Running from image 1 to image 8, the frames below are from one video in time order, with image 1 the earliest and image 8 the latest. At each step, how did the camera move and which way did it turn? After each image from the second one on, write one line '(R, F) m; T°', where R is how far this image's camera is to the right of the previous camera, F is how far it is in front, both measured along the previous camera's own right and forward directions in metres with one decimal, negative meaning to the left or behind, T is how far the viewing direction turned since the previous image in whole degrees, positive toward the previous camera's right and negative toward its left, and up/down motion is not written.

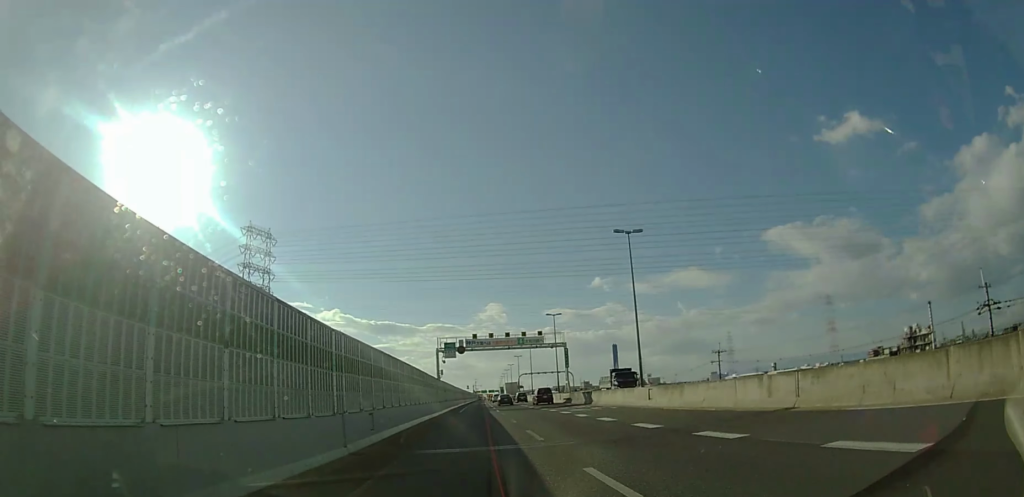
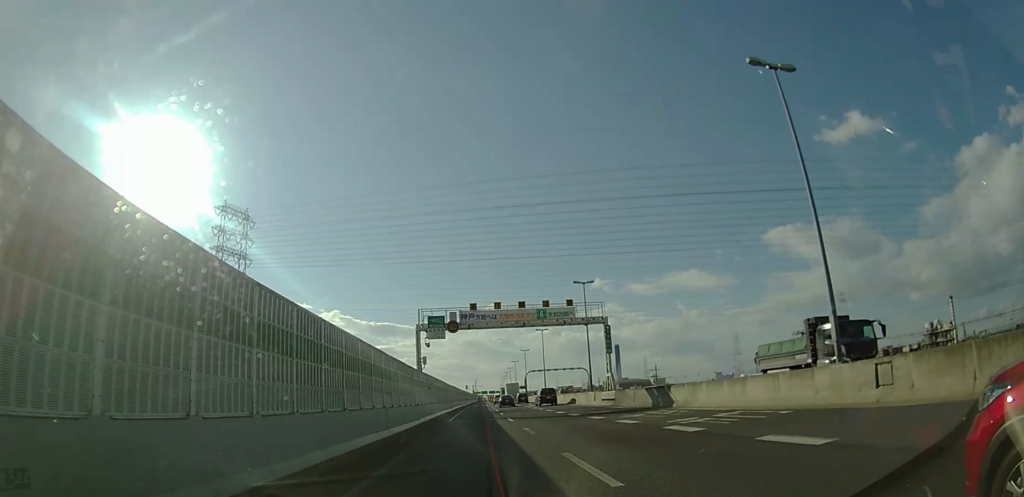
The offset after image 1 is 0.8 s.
(0.0, +17.9) m; 0°
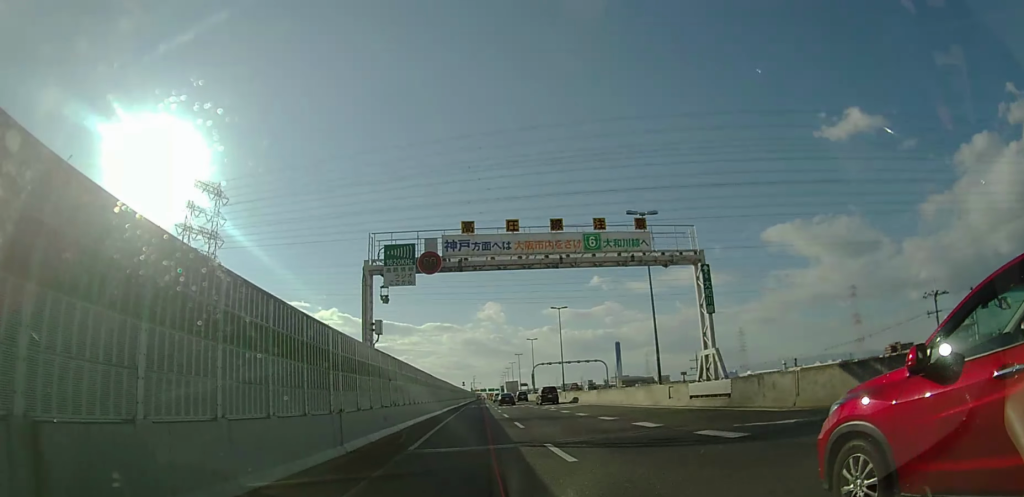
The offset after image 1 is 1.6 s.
(-0.2, +17.2) m; 0°
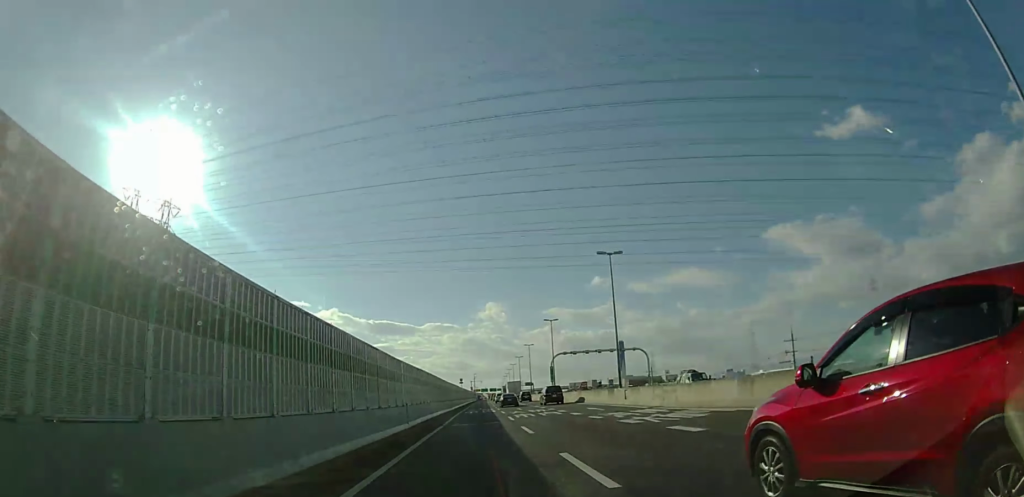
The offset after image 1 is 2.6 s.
(+0.1, +23.1) m; 0°
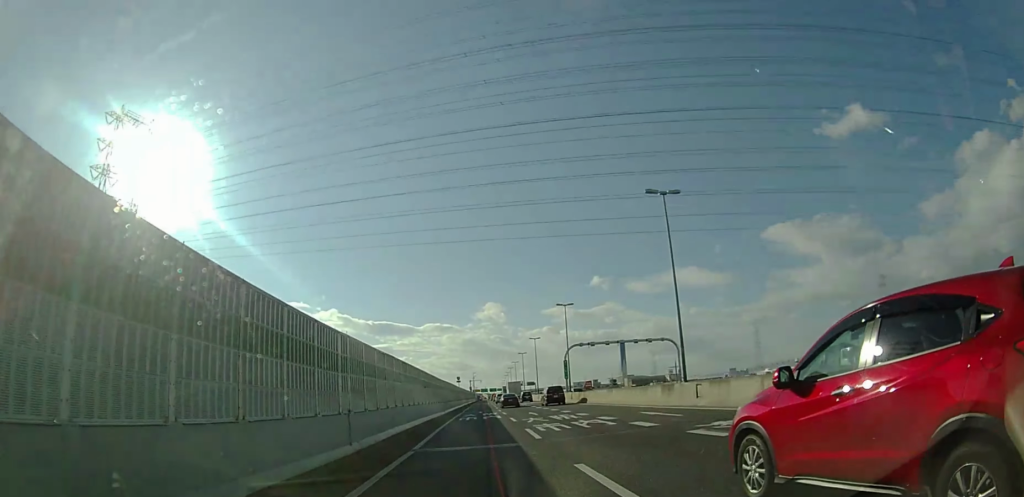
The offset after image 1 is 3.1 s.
(0.0, +11.2) m; 0°
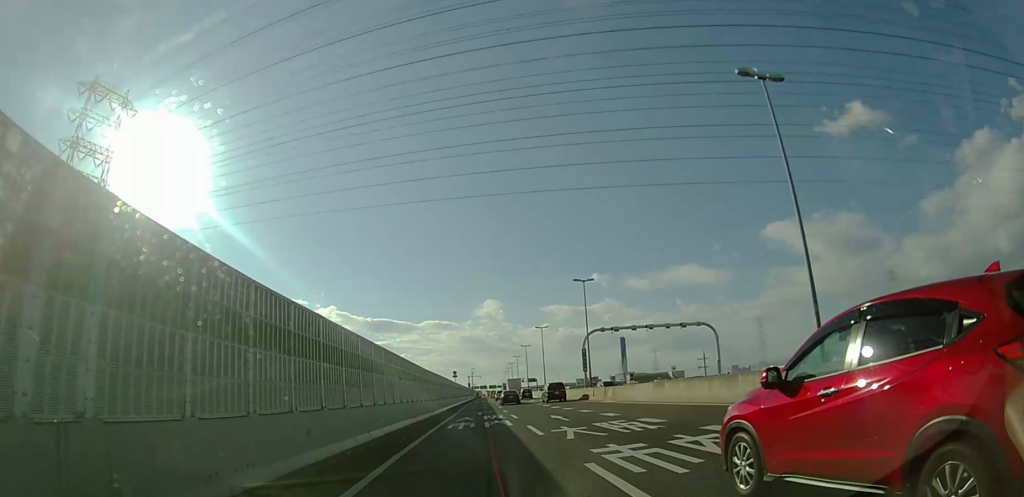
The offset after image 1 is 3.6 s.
(0.0, +11.2) m; 0°
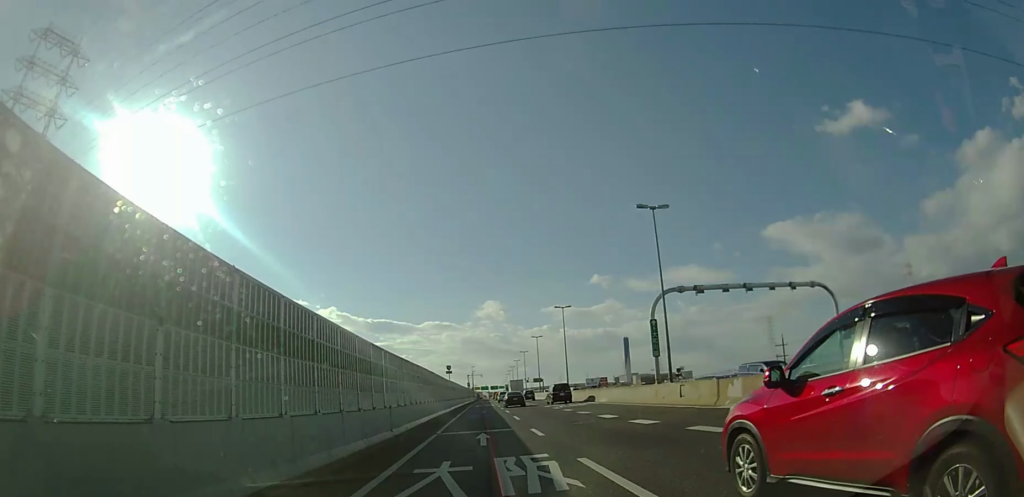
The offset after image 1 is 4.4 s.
(+0.1, +18.6) m; 0°
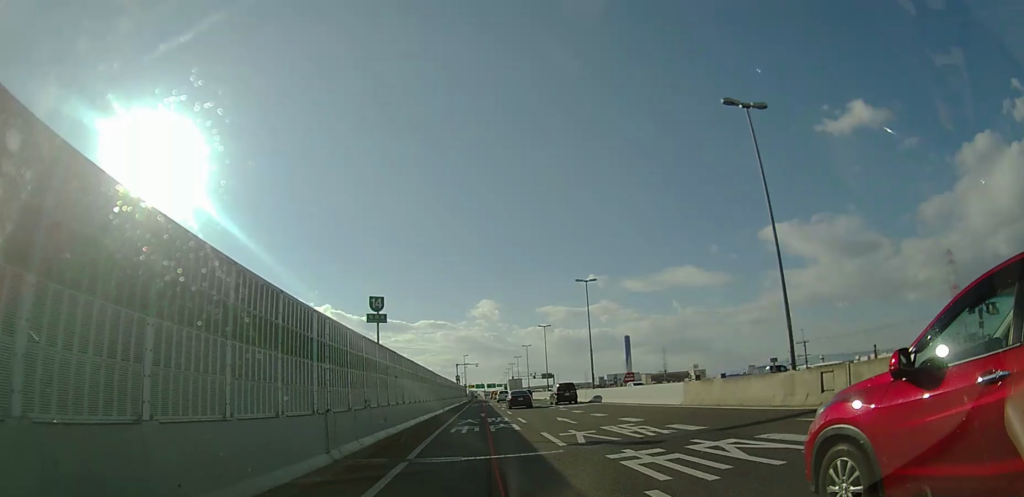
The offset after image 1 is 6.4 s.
(-0.2, +43.1) m; 0°
